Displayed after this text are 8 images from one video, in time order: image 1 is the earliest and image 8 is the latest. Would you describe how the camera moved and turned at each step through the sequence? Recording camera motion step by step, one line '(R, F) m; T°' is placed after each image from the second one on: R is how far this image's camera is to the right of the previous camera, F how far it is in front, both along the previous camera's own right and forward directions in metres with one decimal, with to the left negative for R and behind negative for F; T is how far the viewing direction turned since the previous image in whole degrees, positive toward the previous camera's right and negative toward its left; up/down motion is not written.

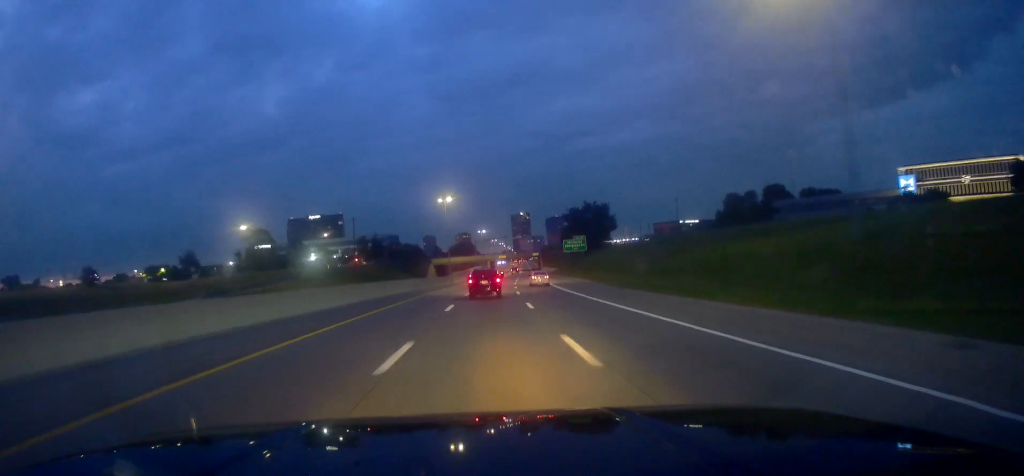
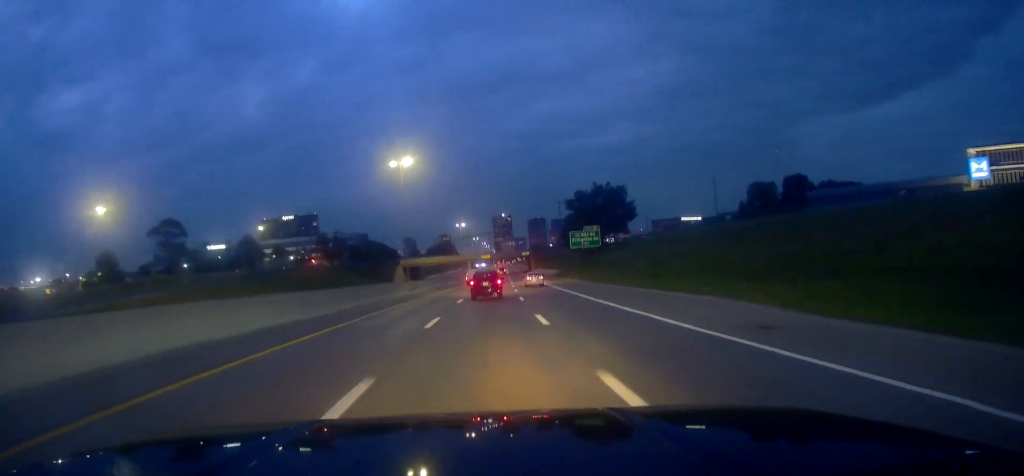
(+0.4, +35.1) m; +2°
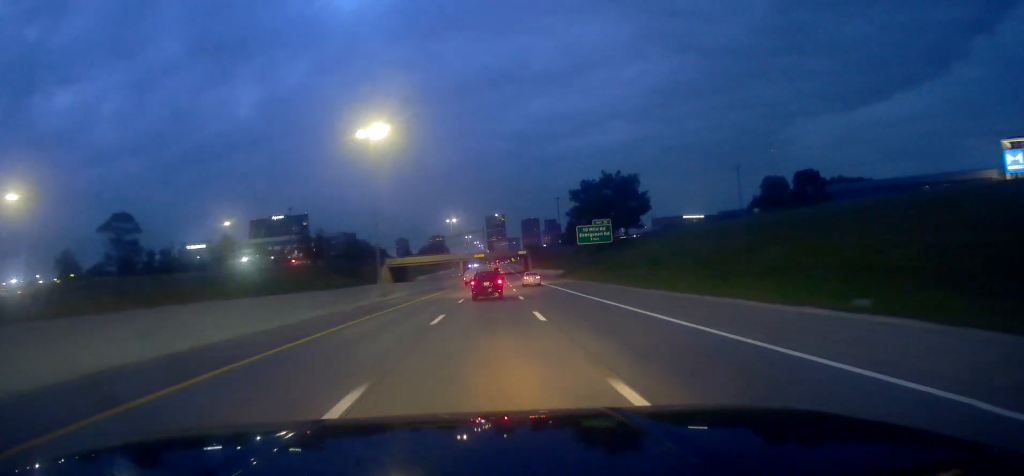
(0.0, +13.8) m; +1°
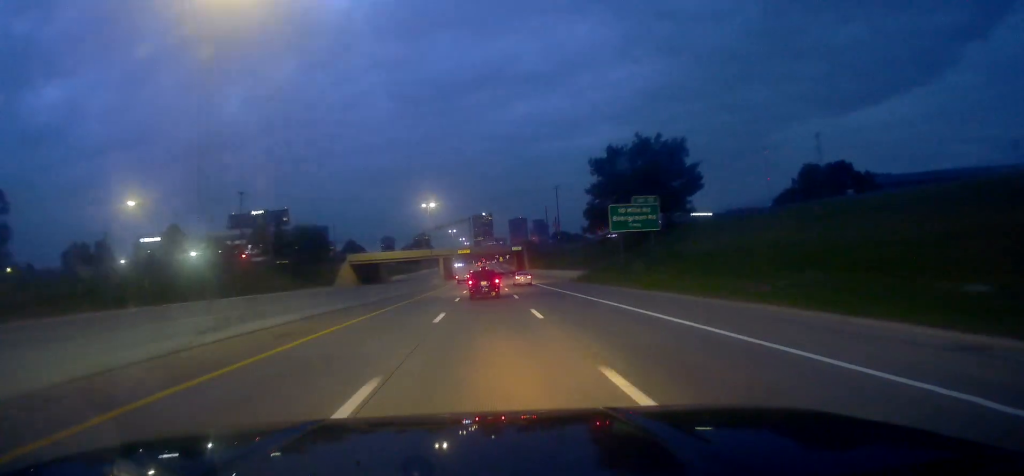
(+0.6, +28.7) m; +2°
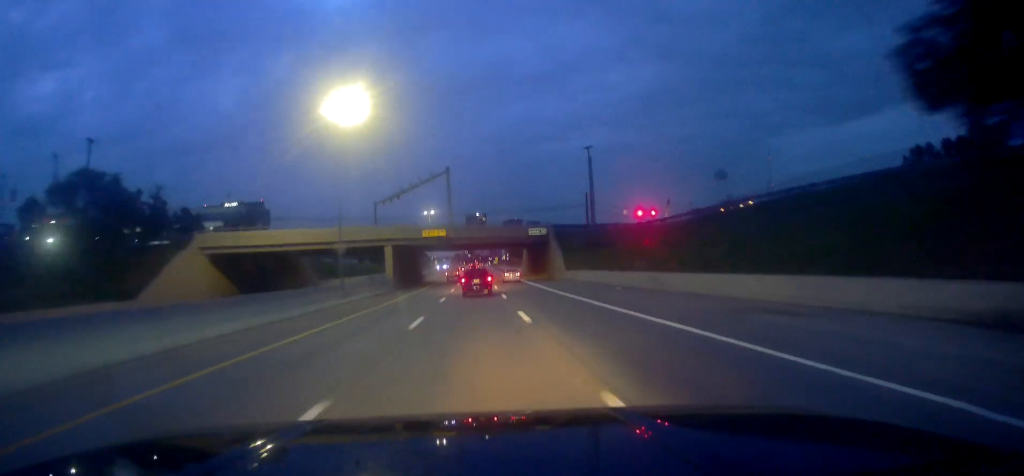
(+1.1, +62.3) m; +2°
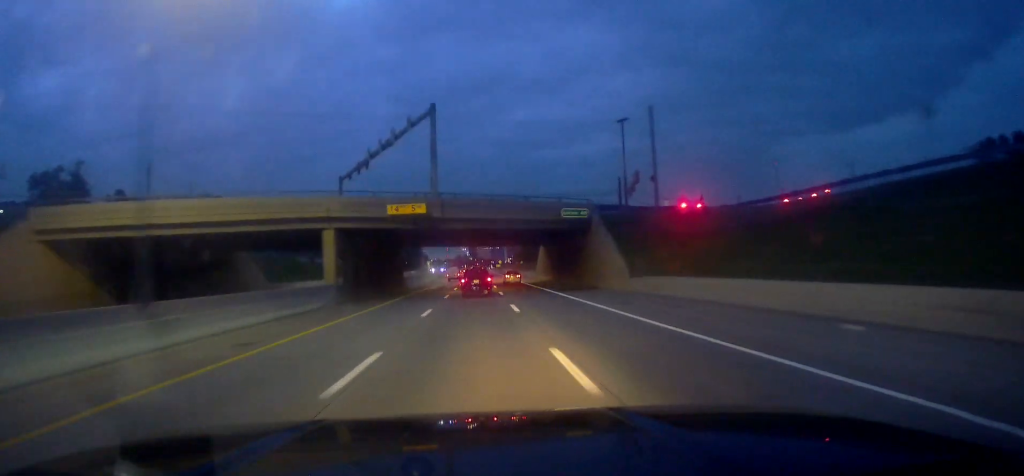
(+0.2, +25.1) m; 0°
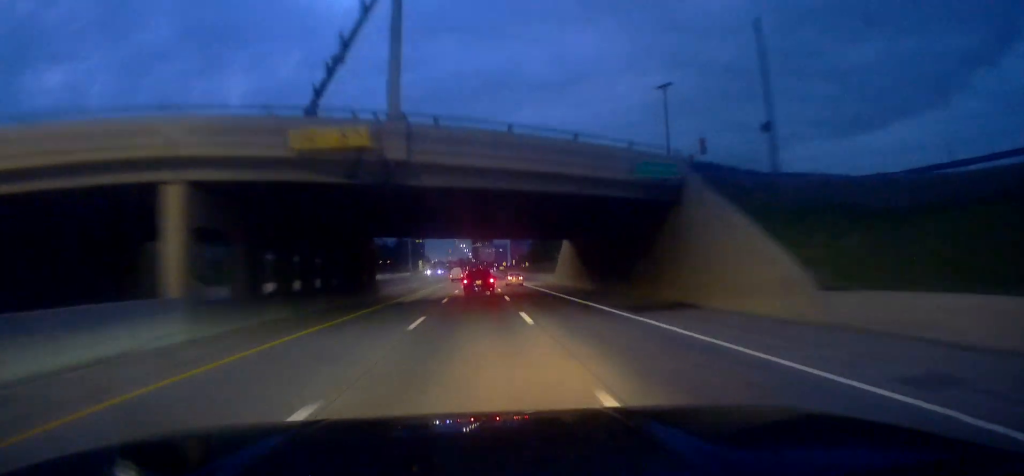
(+0.1, +19.7) m; 0°
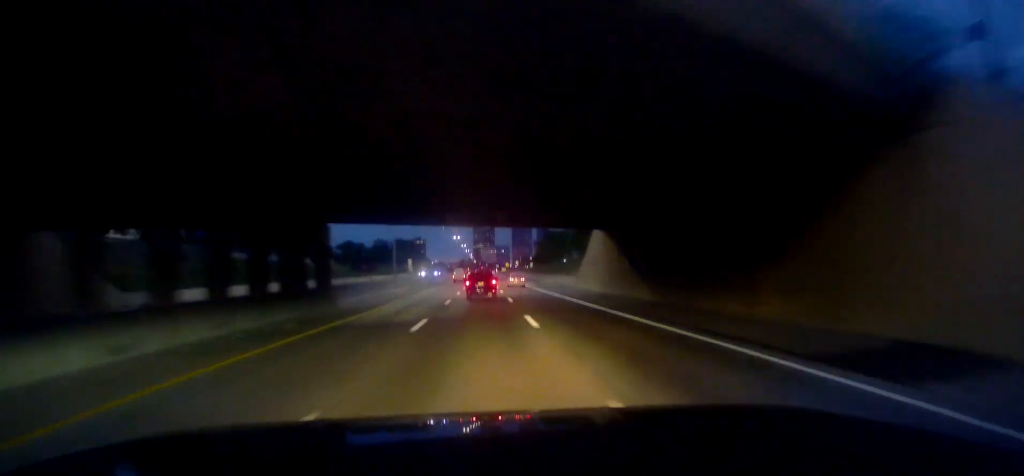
(-0.2, +15.4) m; 0°
